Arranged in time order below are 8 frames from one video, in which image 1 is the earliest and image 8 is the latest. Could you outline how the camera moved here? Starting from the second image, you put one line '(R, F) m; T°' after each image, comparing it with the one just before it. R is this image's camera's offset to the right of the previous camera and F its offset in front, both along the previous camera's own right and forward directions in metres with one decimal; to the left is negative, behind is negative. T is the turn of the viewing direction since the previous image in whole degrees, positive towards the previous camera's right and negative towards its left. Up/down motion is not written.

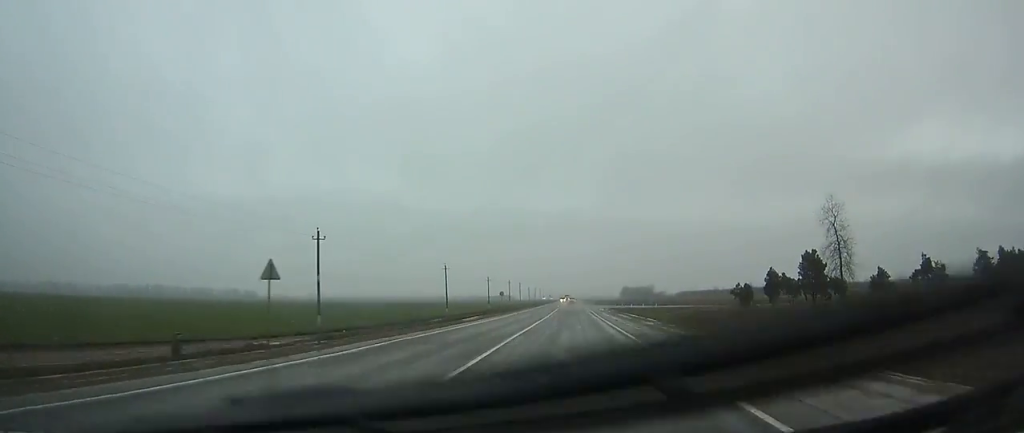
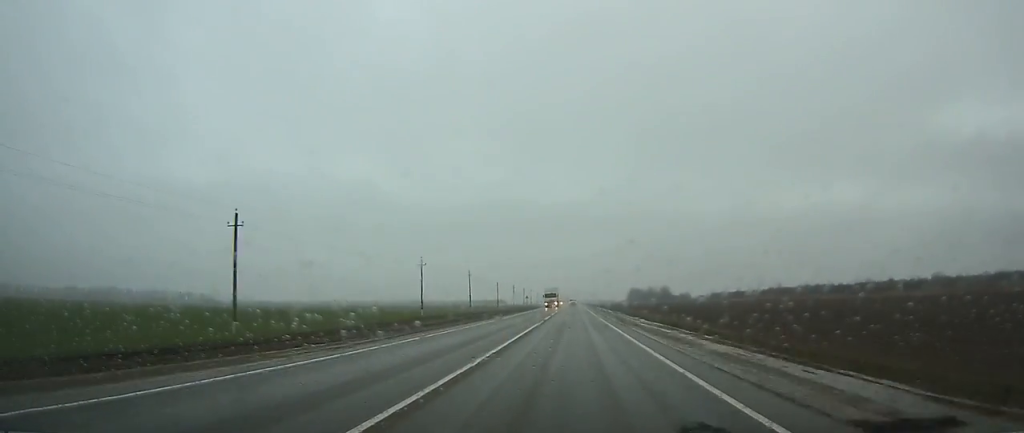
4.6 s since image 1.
(+0.6, +117.5) m; +1°
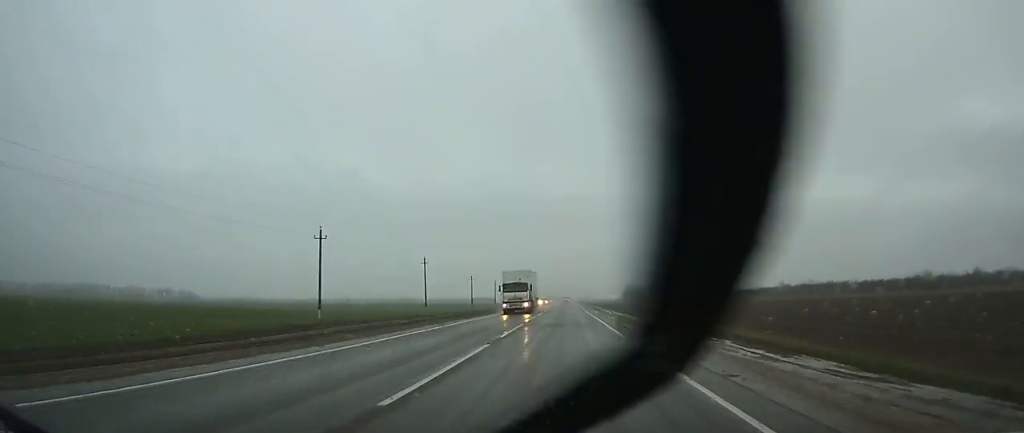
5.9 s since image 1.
(+0.1, +34.2) m; 0°
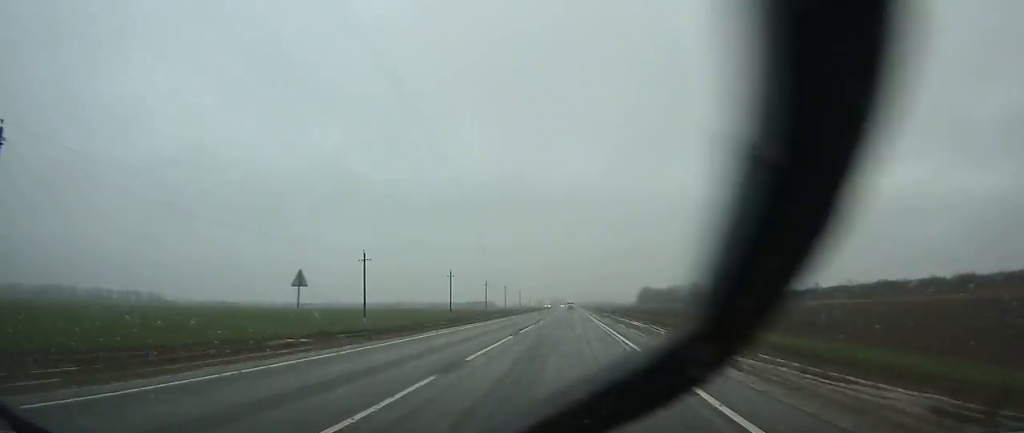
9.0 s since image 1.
(-0.2, +78.0) m; 0°
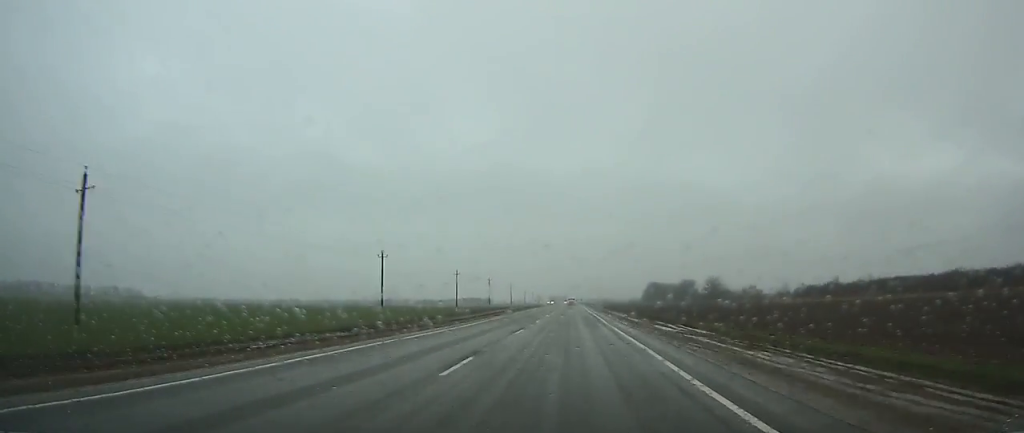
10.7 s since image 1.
(0.0, +42.1) m; 0°
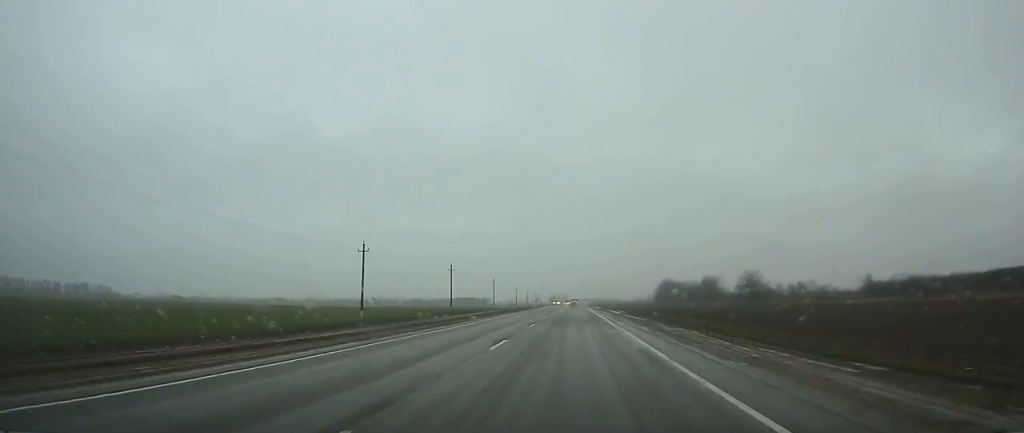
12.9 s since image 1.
(0.0, +55.2) m; 0°
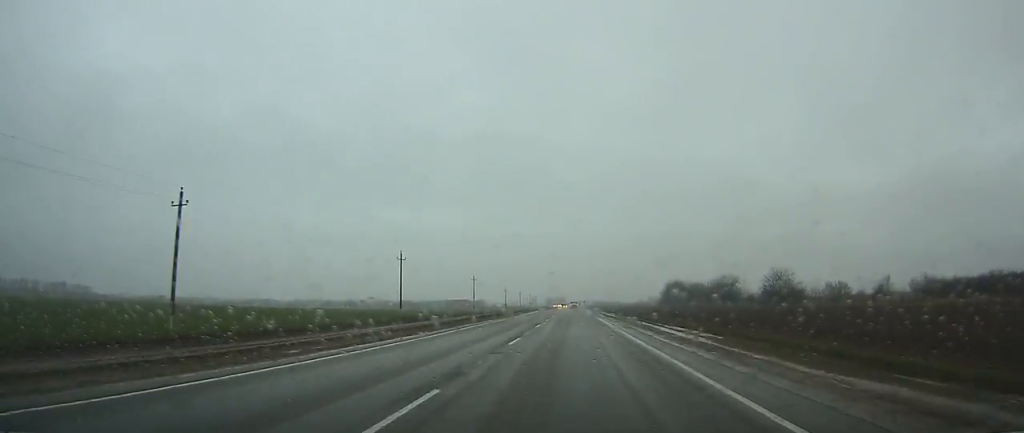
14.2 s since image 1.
(0.0, +33.3) m; 0°
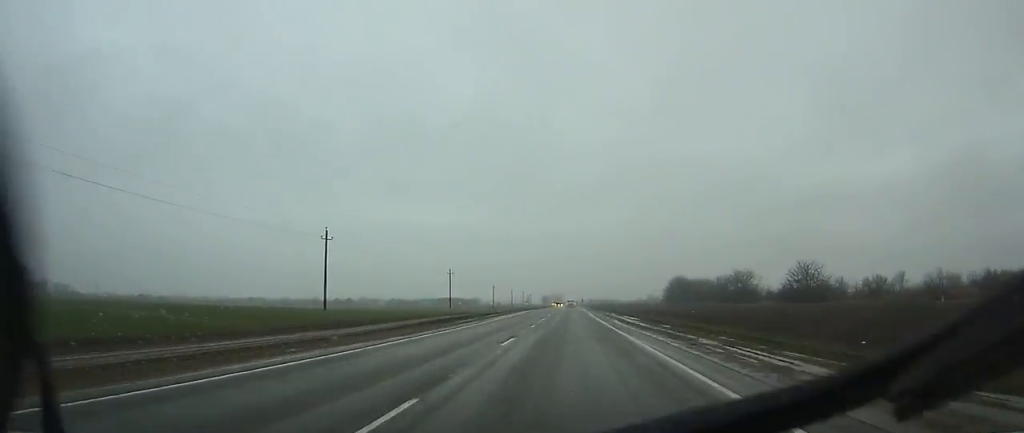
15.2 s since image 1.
(0.0, +25.0) m; 0°
